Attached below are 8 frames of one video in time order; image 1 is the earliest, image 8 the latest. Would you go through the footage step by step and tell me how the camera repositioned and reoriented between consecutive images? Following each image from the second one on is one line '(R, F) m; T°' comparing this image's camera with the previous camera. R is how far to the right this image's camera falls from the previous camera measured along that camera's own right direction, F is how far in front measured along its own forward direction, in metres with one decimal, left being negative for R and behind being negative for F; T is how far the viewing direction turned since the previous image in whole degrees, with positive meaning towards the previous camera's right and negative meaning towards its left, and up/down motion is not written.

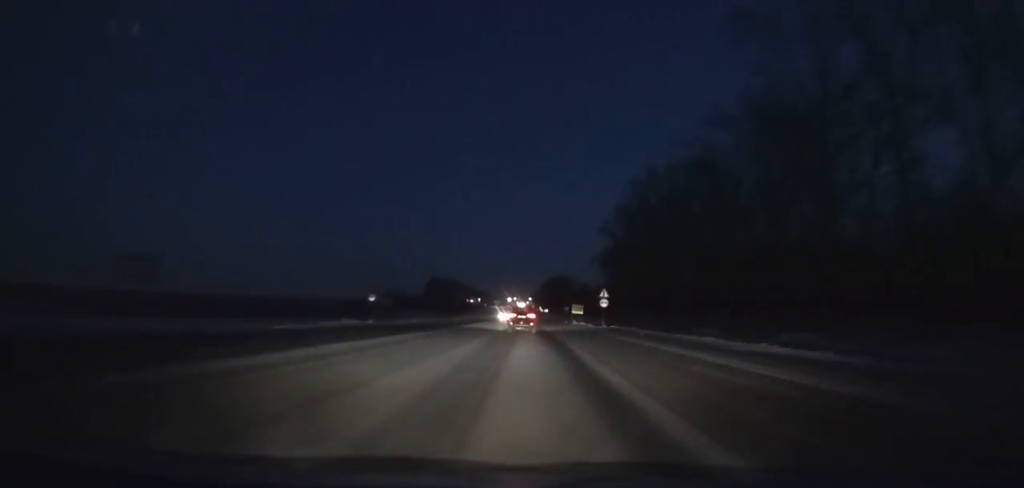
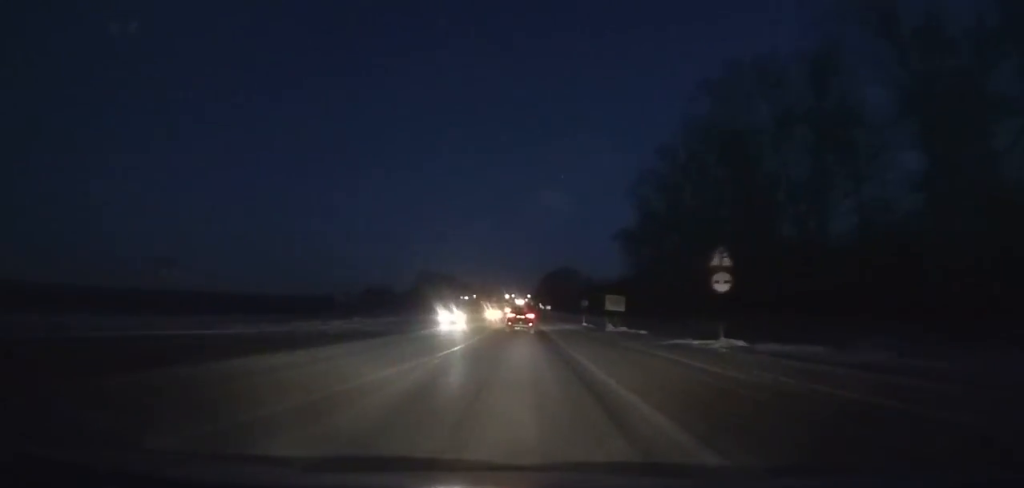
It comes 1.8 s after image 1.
(0.0, +35.4) m; 0°
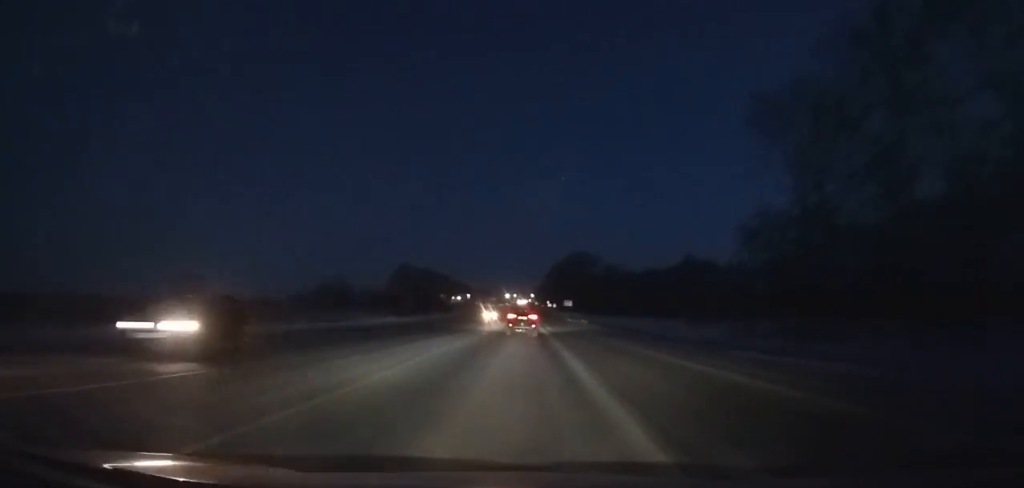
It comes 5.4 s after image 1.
(0.0, +71.8) m; 0°
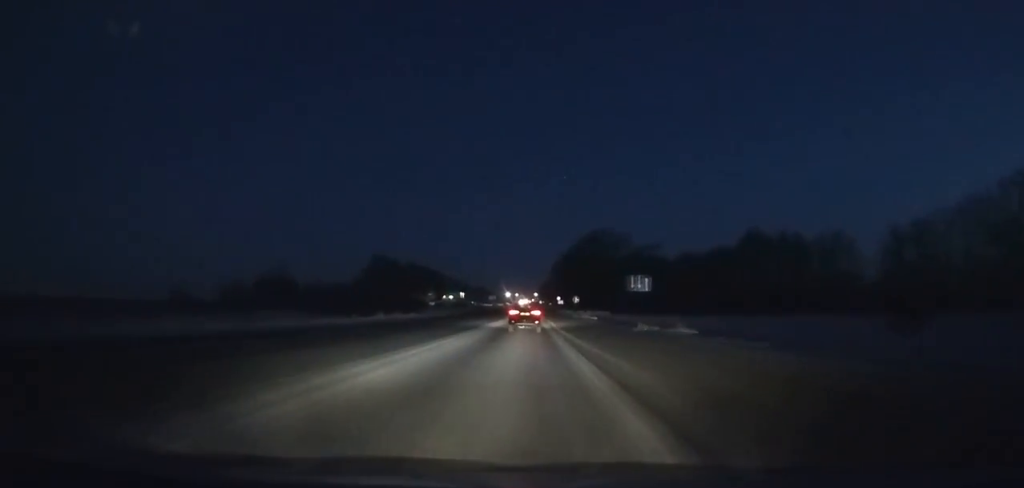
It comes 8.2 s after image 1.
(0.0, +55.9) m; 0°
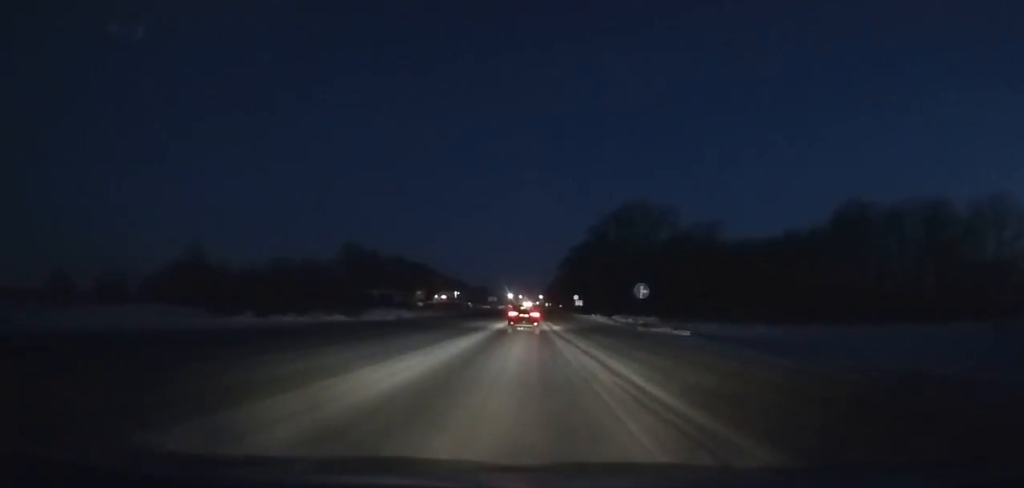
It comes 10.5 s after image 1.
(-0.1, +45.5) m; 0°
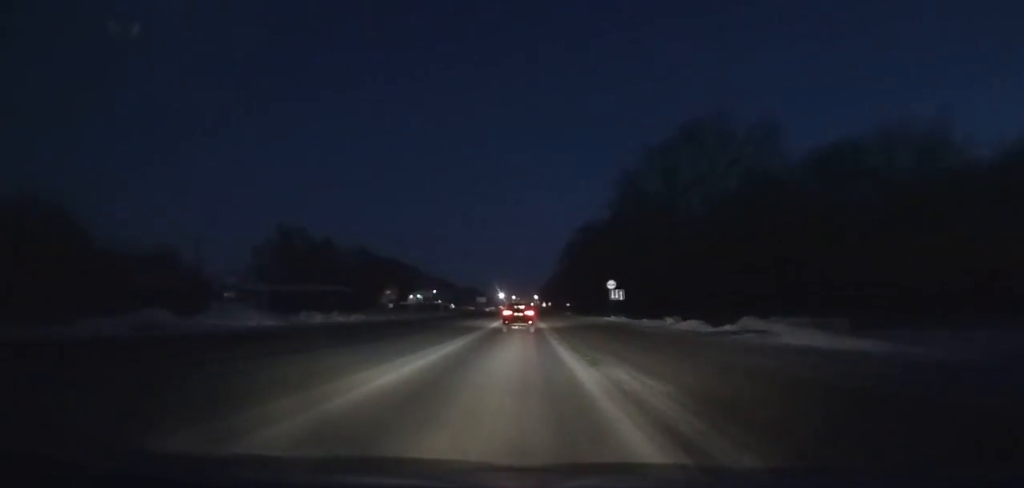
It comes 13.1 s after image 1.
(-0.1, +50.6) m; 0°
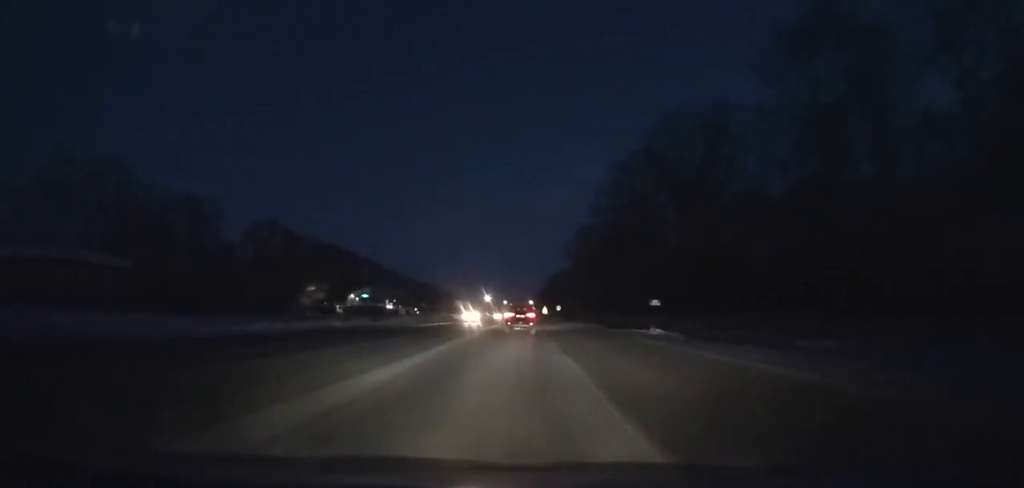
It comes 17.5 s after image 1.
(+0.8, +82.6) m; +1°
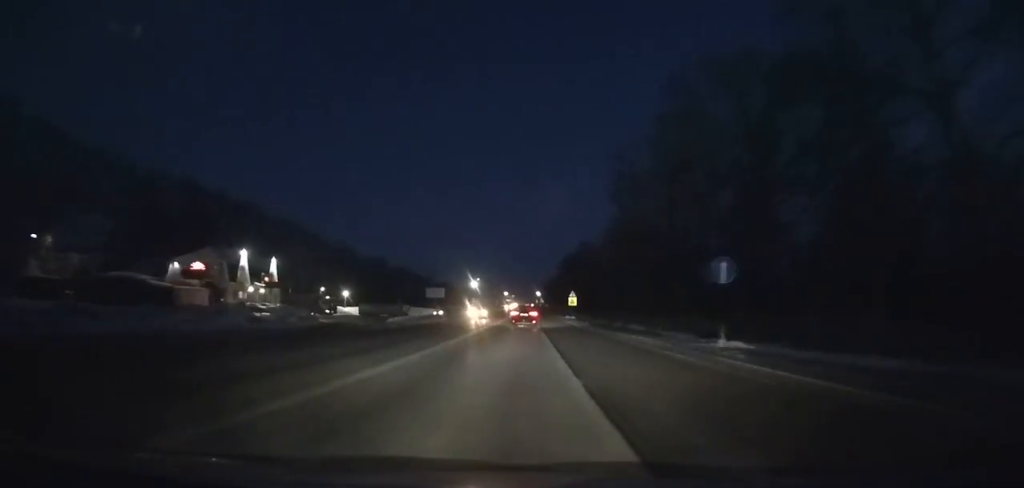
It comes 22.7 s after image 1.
(-0.6, +96.0) m; -1°
